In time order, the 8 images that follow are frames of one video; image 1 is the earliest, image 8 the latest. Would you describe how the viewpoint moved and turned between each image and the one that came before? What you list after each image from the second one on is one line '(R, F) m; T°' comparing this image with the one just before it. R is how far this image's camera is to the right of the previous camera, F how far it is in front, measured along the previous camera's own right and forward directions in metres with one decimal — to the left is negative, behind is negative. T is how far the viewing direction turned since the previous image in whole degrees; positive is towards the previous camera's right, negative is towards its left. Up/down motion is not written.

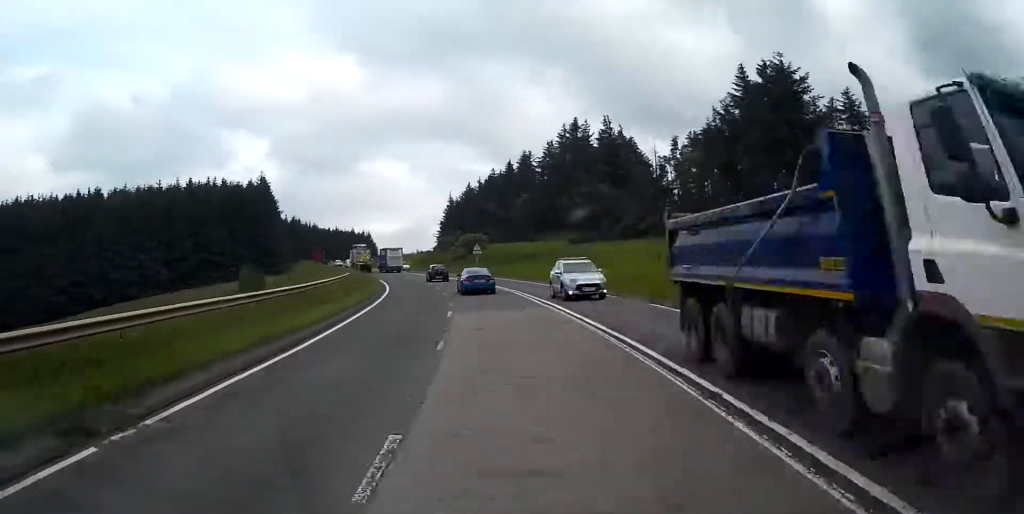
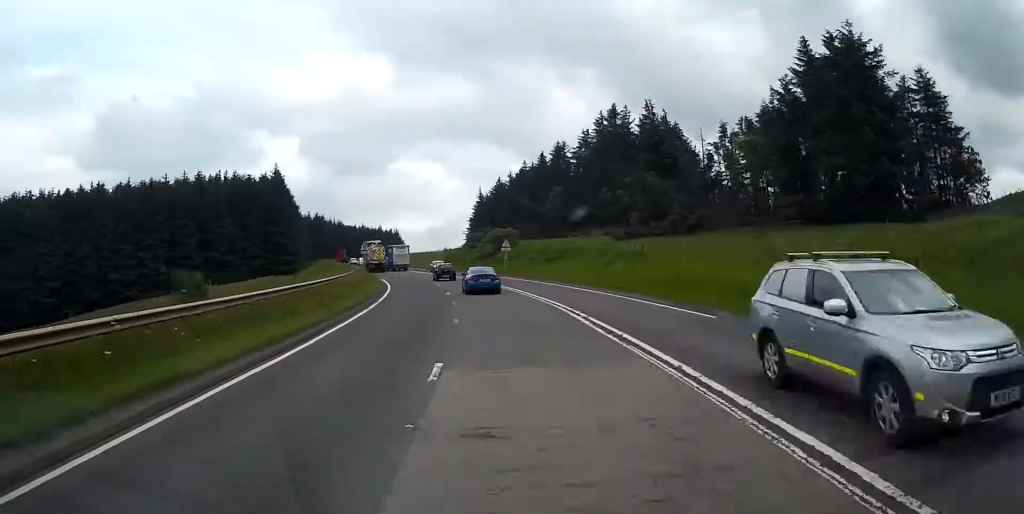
(-0.3, +11.2) m; -4°
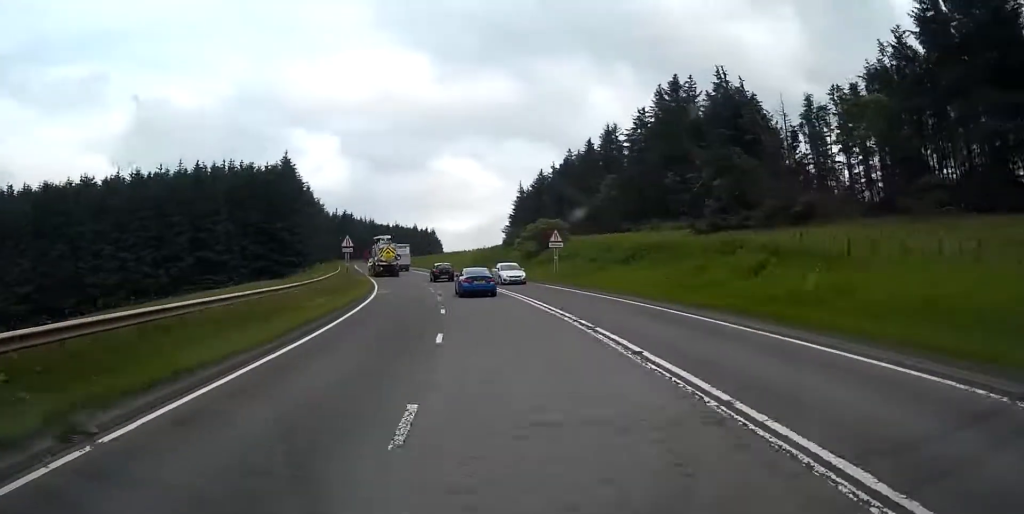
(-1.2, +19.0) m; -6°
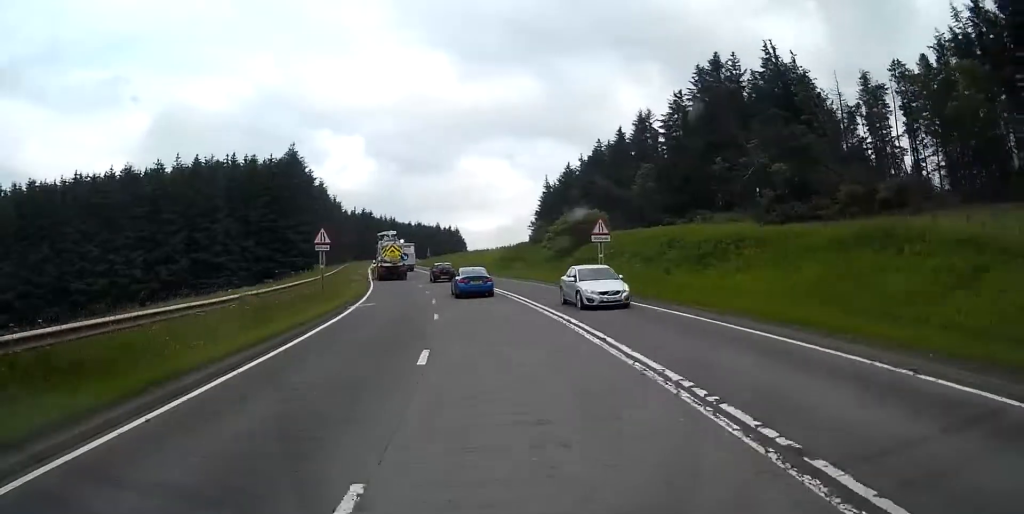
(-0.1, +10.3) m; -3°
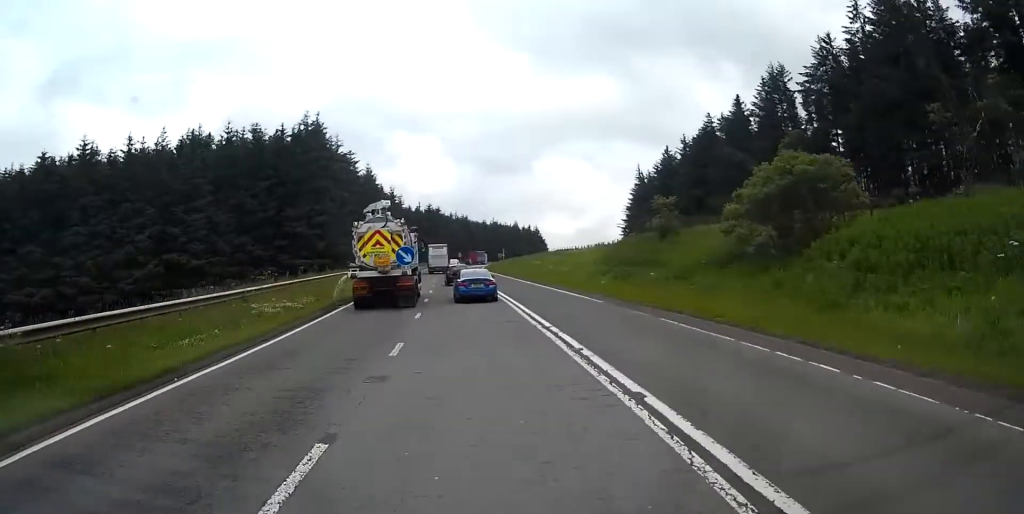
(-1.7, +30.2) m; -6°
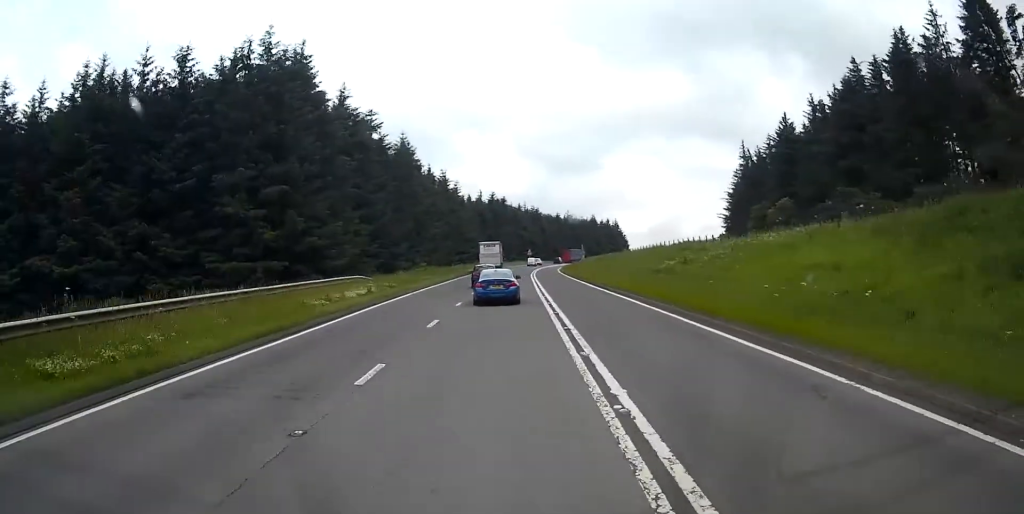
(-1.9, +34.3) m; -5°
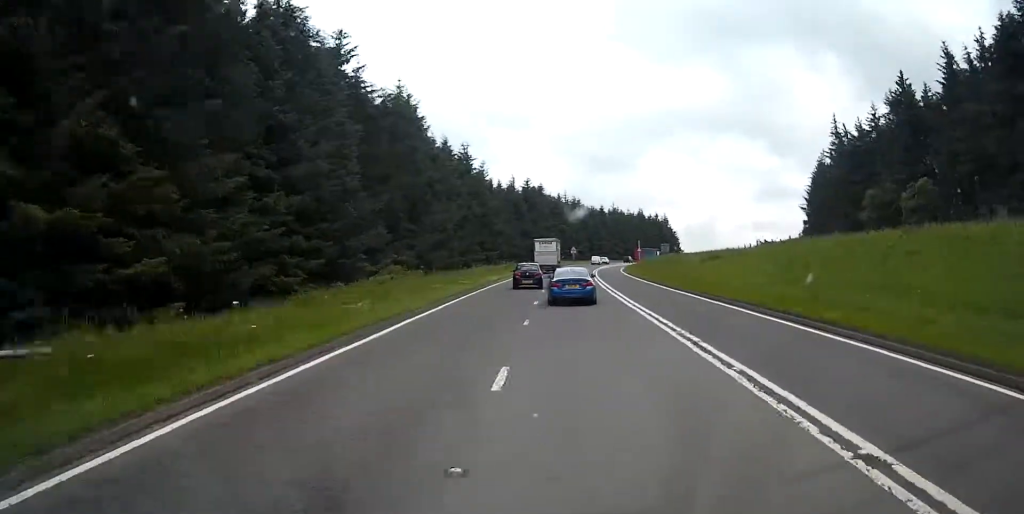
(-0.8, +31.8) m; -2°
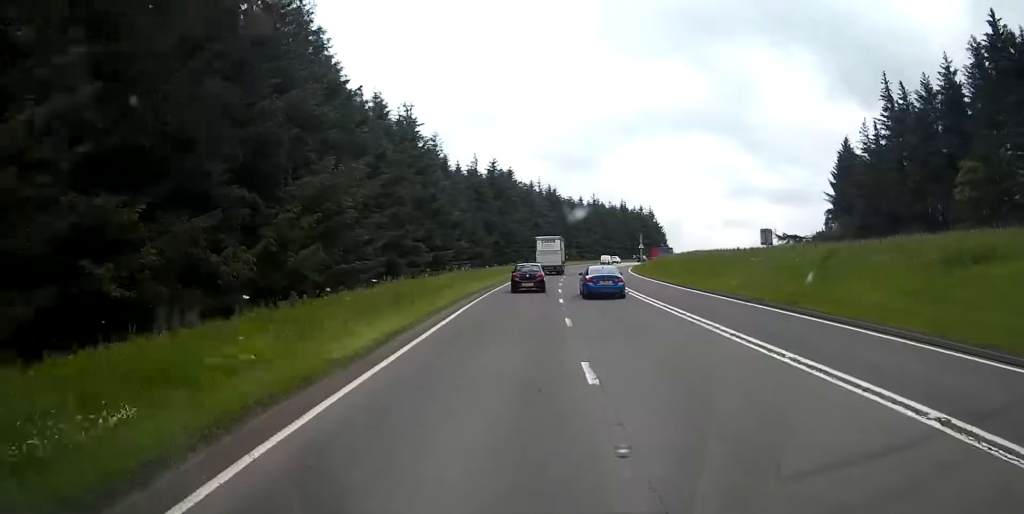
(+0.5, +30.5) m; +3°
